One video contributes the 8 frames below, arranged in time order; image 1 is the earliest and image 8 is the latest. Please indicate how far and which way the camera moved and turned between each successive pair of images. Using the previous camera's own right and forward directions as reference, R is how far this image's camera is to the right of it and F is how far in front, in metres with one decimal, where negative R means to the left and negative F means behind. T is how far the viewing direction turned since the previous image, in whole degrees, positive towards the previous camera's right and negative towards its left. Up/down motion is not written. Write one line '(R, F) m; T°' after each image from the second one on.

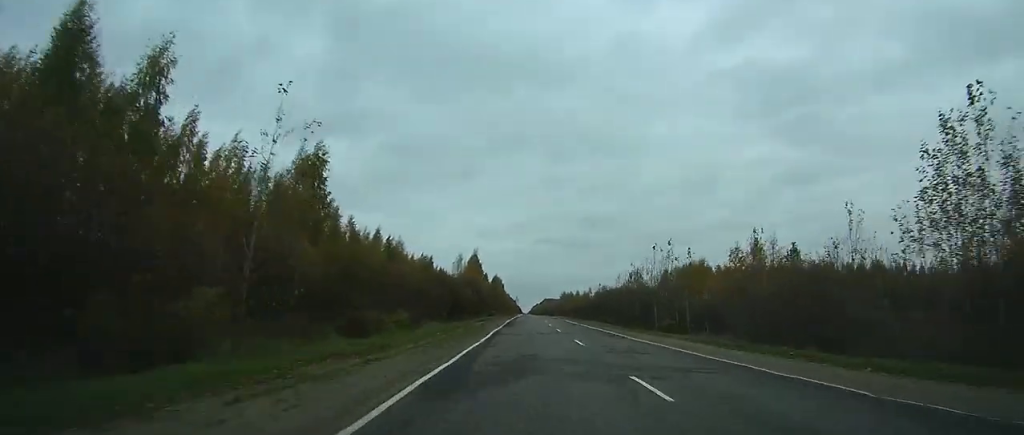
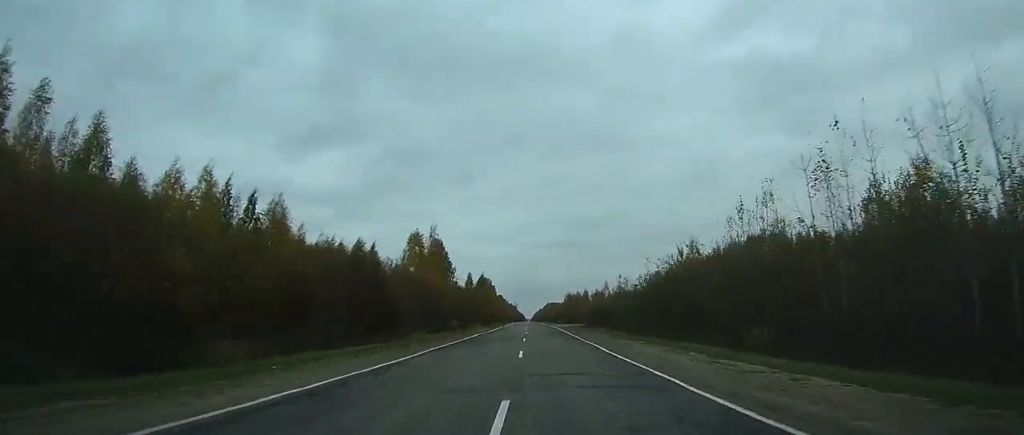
(+0.2, +48.2) m; 0°
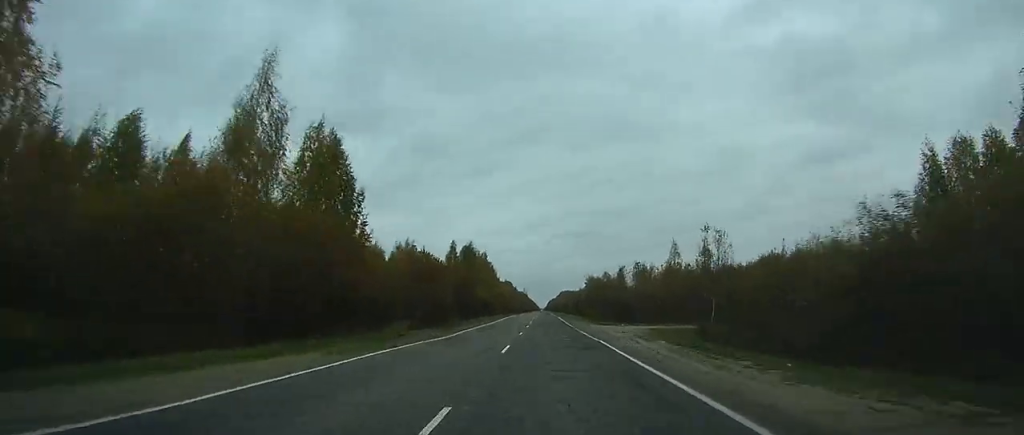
(-0.5, +62.4) m; -1°
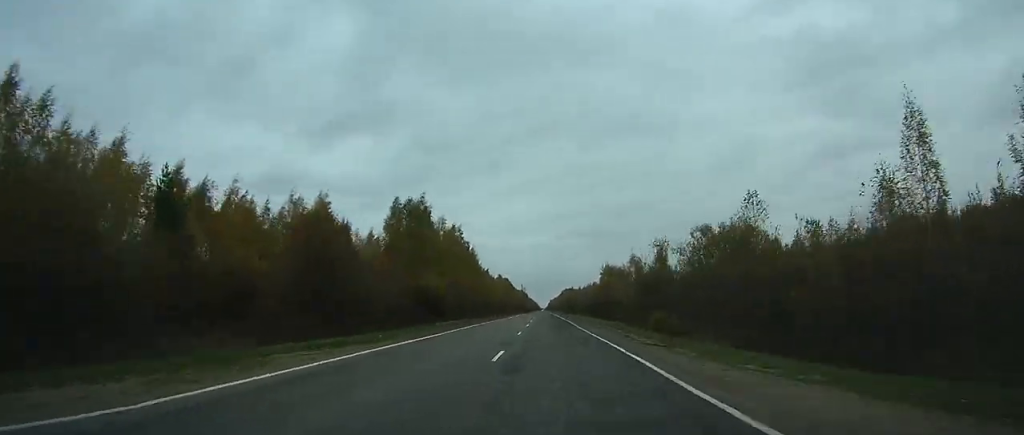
(-0.2, +53.2) m; 0°
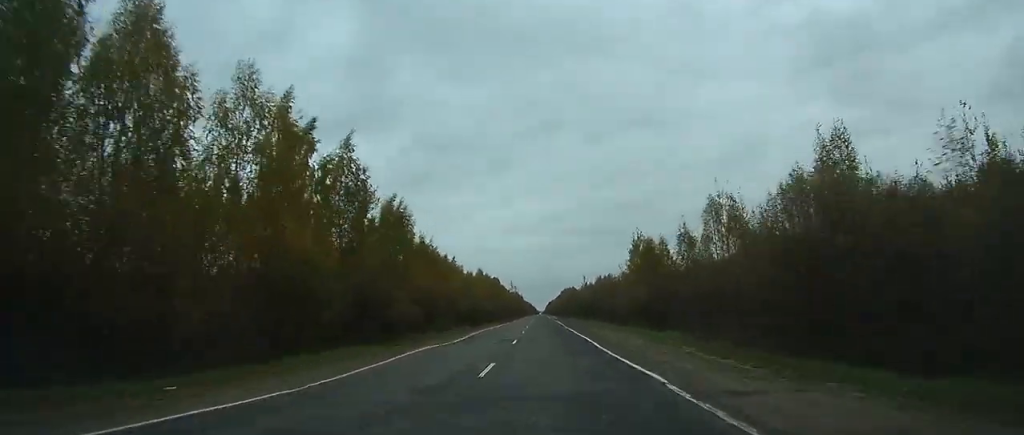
(+0.1, +60.7) m; 0°
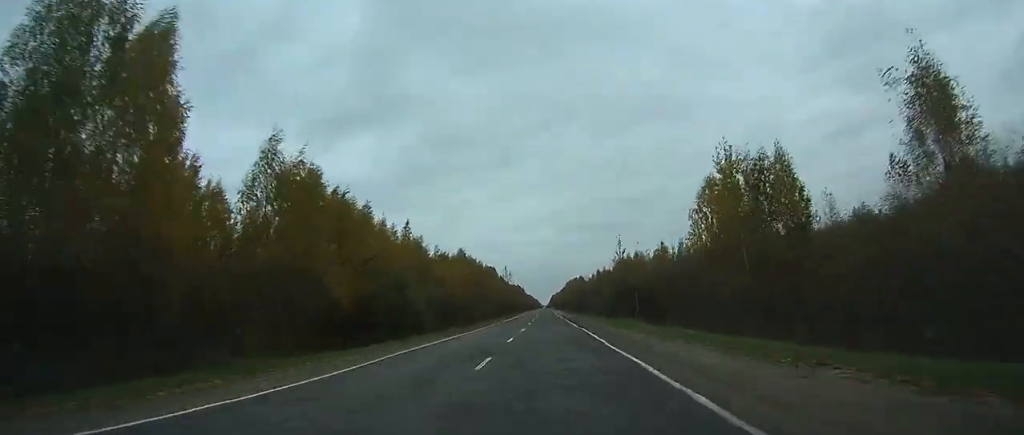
(+0.1, +45.2) m; 0°
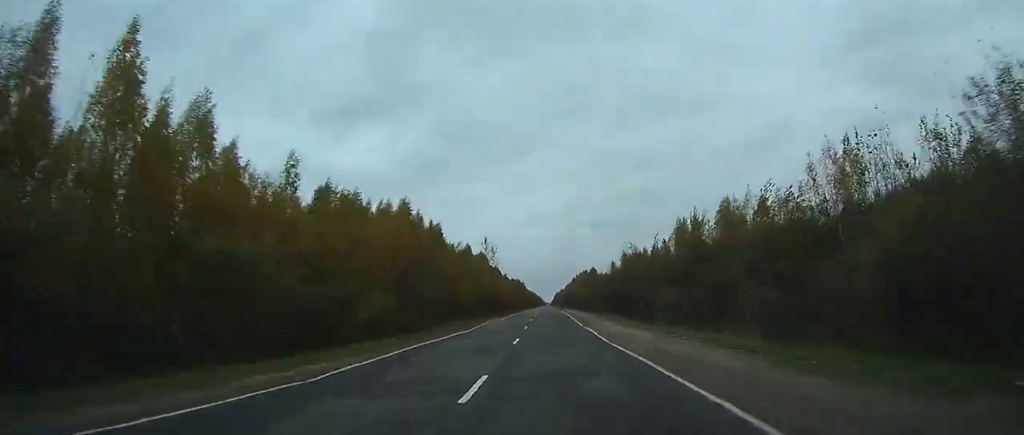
(-0.2, +57.7) m; 0°
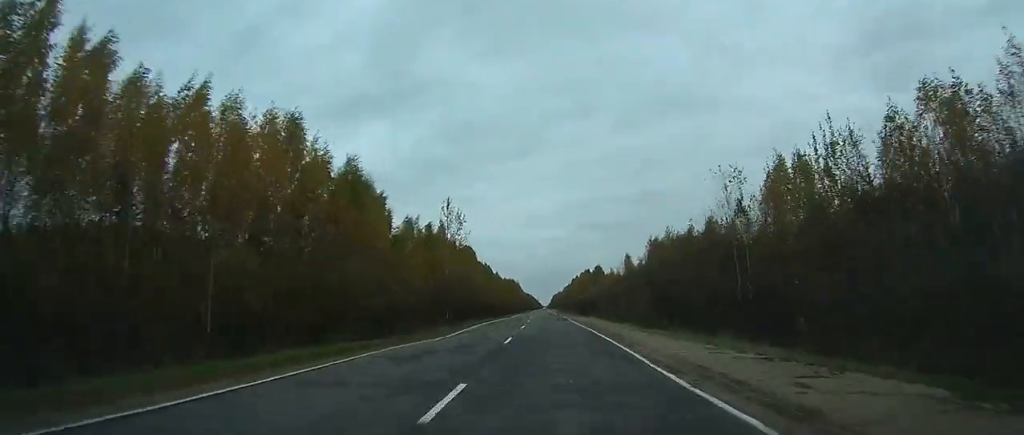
(-0.1, +34.9) m; +3°
